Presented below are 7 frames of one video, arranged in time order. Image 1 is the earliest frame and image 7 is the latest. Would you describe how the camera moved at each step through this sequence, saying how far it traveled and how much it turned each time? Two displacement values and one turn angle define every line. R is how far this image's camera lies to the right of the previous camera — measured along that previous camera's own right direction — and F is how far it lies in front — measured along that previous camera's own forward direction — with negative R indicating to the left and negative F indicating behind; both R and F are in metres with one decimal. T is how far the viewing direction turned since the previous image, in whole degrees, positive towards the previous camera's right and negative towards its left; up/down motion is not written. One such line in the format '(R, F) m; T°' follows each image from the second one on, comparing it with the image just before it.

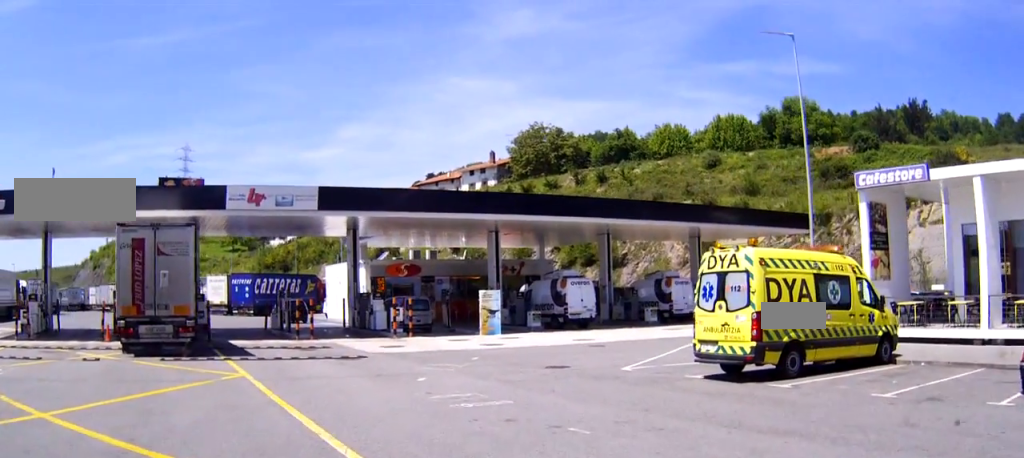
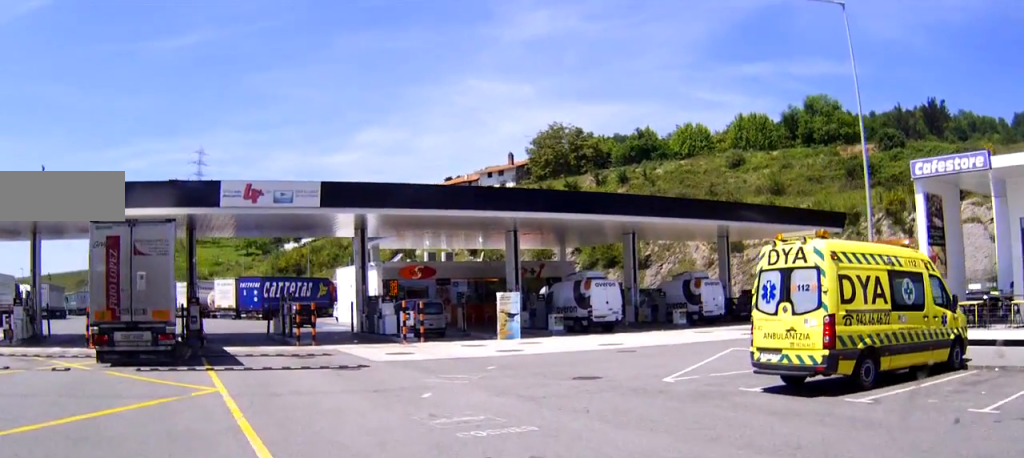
(0.0, +2.5) m; +1°
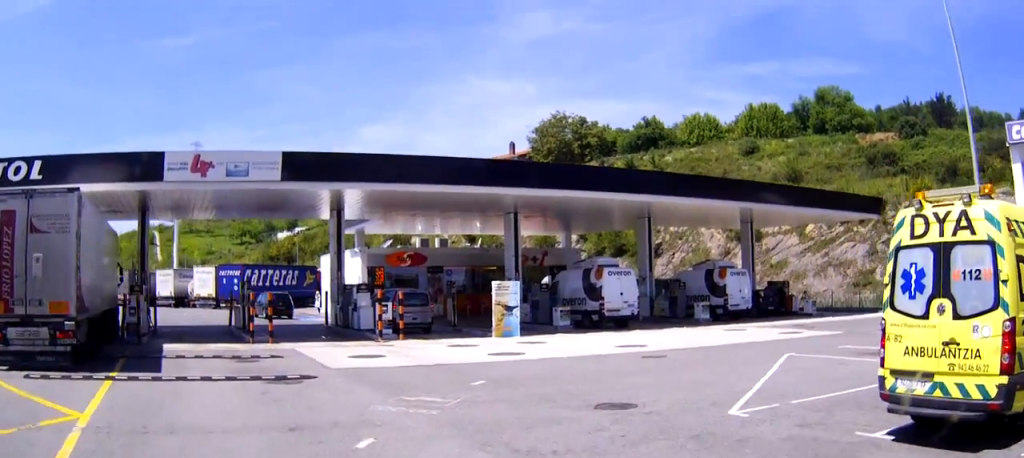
(+0.1, +4.9) m; +2°
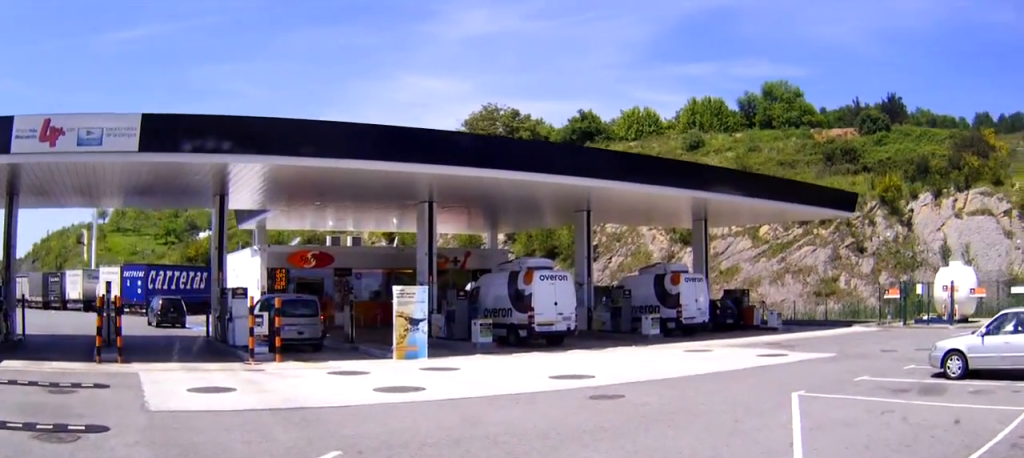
(+0.3, +5.8) m; +12°
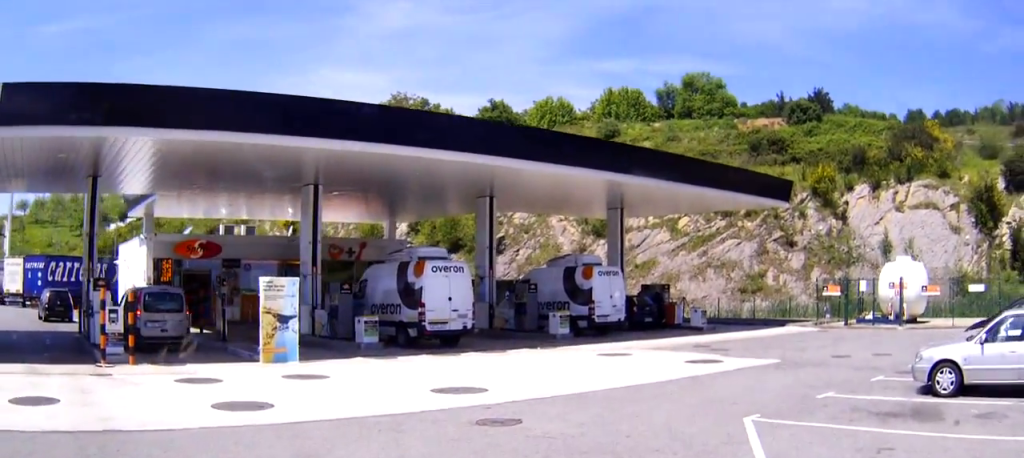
(+0.5, +3.3) m; +8°
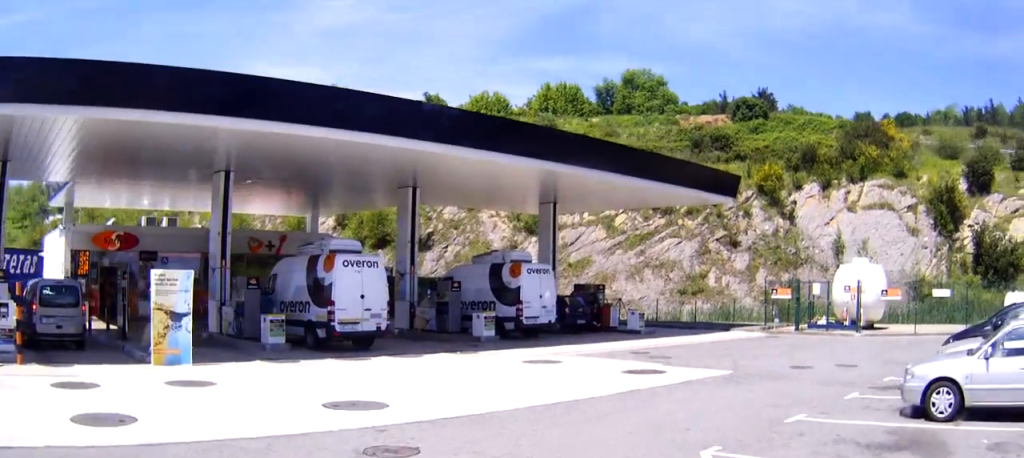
(0.0, +2.0) m; 0°
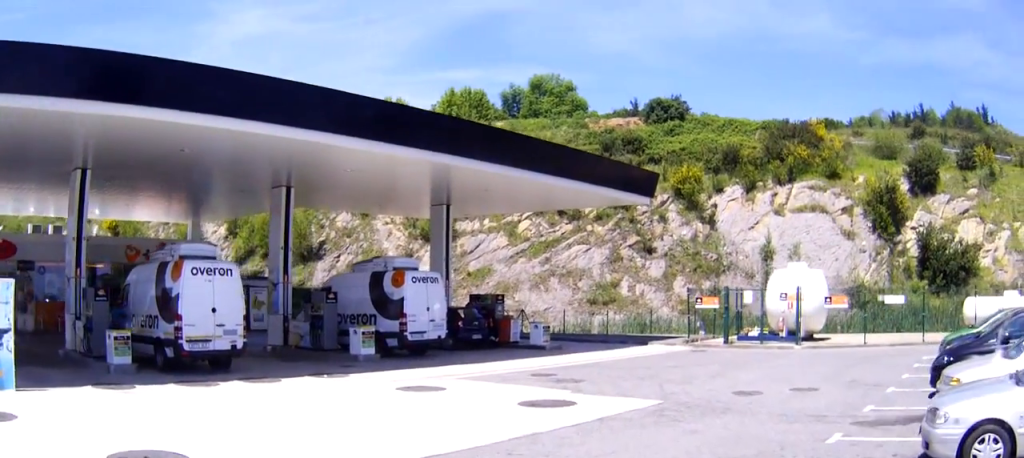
(0.0, +2.9) m; +2°
